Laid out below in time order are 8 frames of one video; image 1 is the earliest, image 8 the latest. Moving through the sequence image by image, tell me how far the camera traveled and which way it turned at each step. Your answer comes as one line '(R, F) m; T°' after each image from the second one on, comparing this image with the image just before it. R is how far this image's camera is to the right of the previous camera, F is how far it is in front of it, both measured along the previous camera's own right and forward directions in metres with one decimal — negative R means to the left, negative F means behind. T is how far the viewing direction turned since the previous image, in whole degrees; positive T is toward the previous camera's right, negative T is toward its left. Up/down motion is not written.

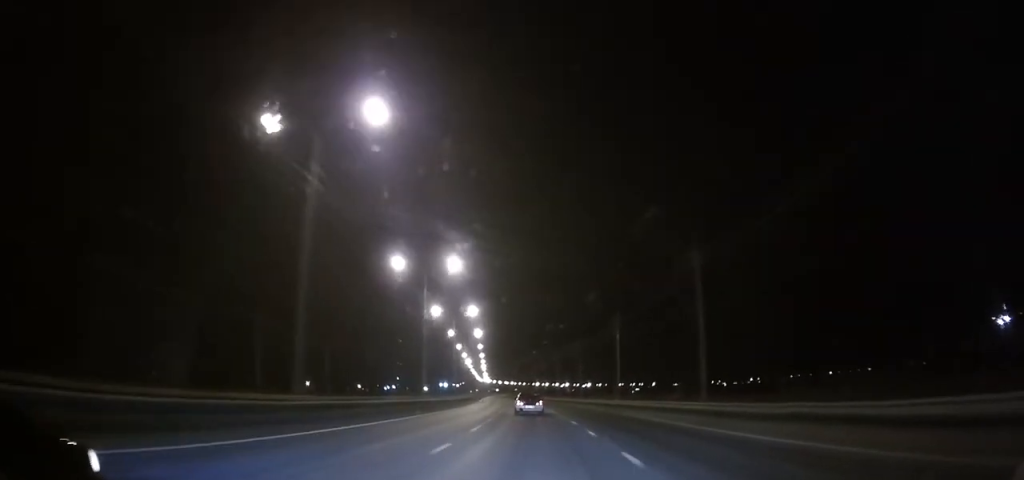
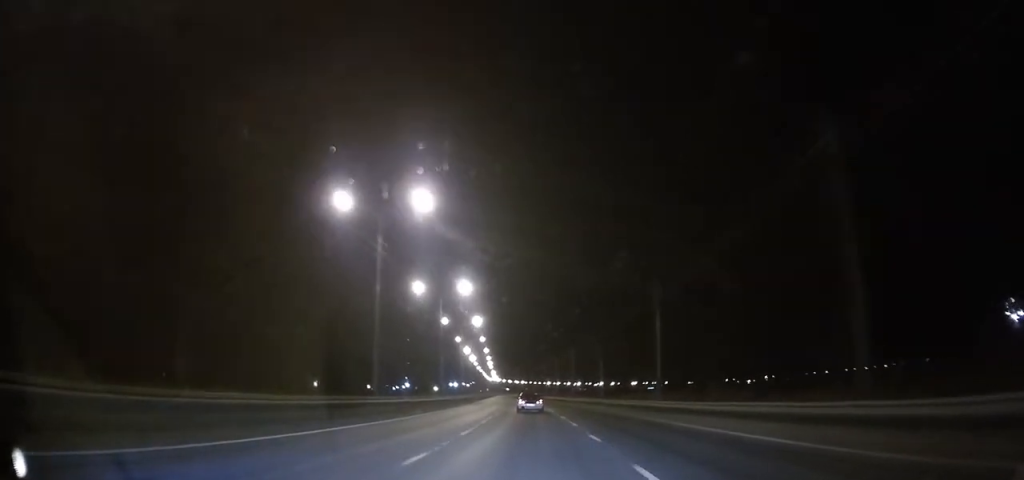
(+0.1, +15.9) m; -1°
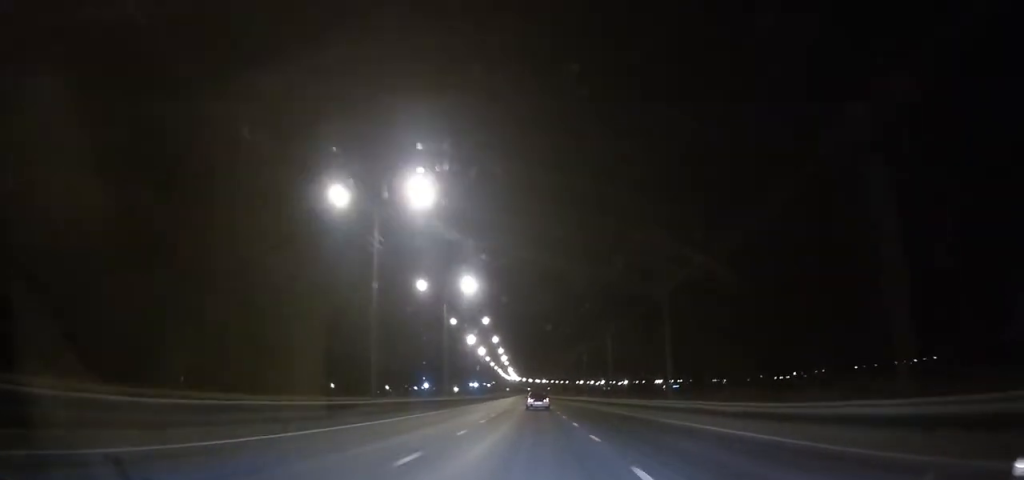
(-0.6, +26.9) m; -2°
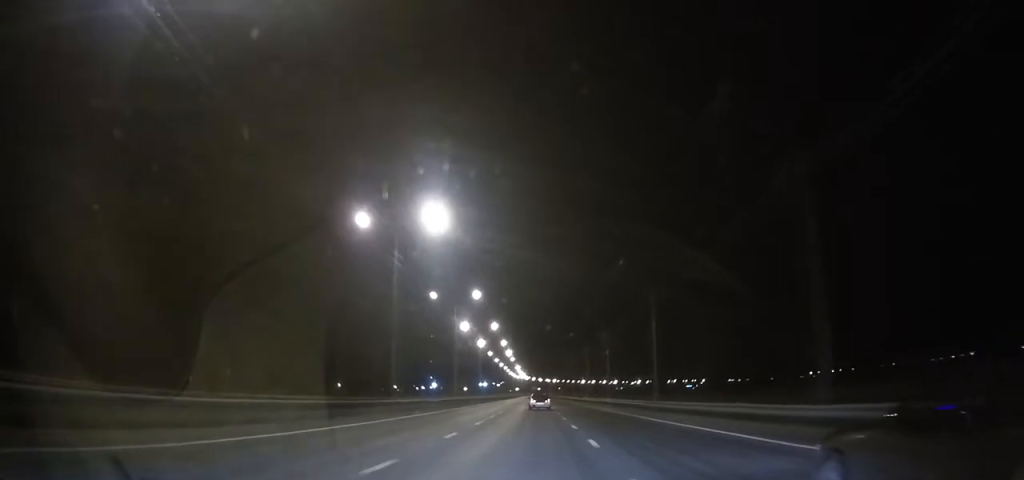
(-0.2, +21.1) m; -1°
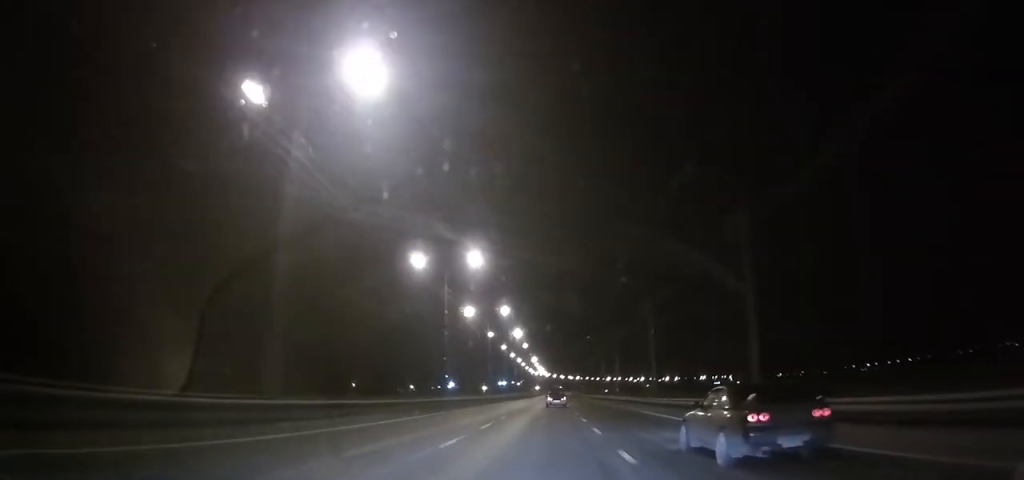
(-0.7, +46.1) m; -2°
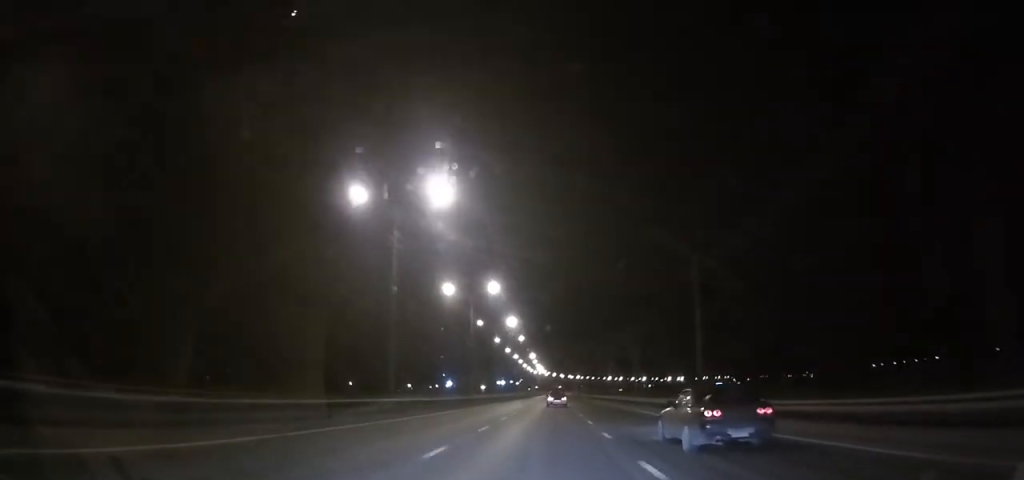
(-0.1, +18.0) m; -1°
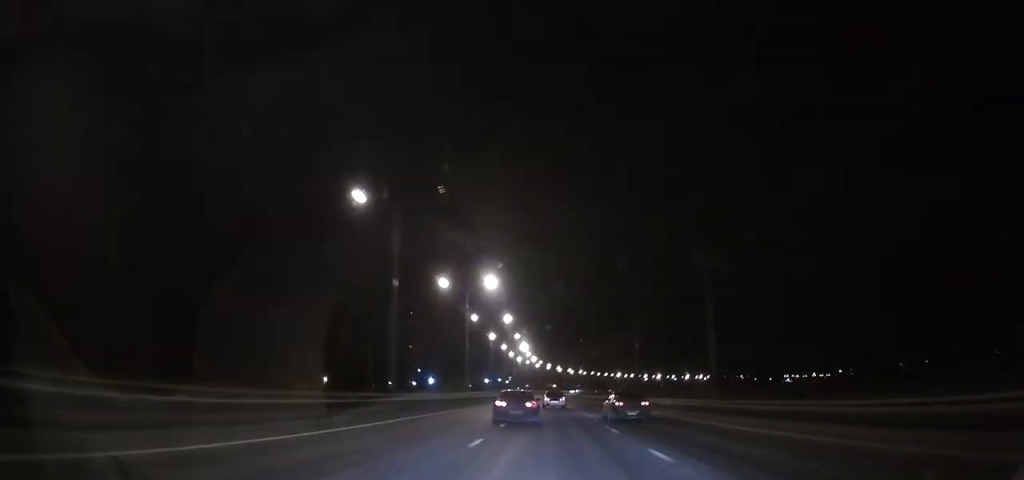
(-1.8, +127.6) m; -1°
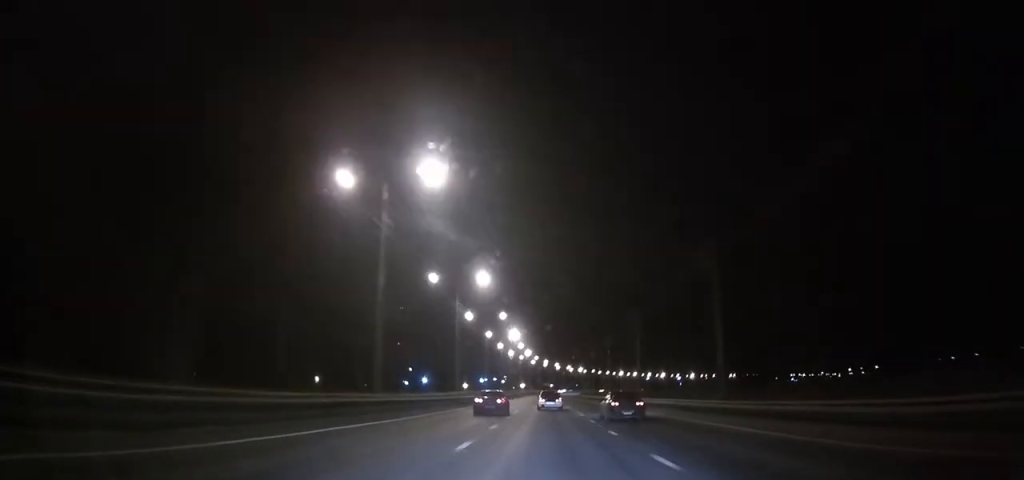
(0.0, +28.5) m; 0°
